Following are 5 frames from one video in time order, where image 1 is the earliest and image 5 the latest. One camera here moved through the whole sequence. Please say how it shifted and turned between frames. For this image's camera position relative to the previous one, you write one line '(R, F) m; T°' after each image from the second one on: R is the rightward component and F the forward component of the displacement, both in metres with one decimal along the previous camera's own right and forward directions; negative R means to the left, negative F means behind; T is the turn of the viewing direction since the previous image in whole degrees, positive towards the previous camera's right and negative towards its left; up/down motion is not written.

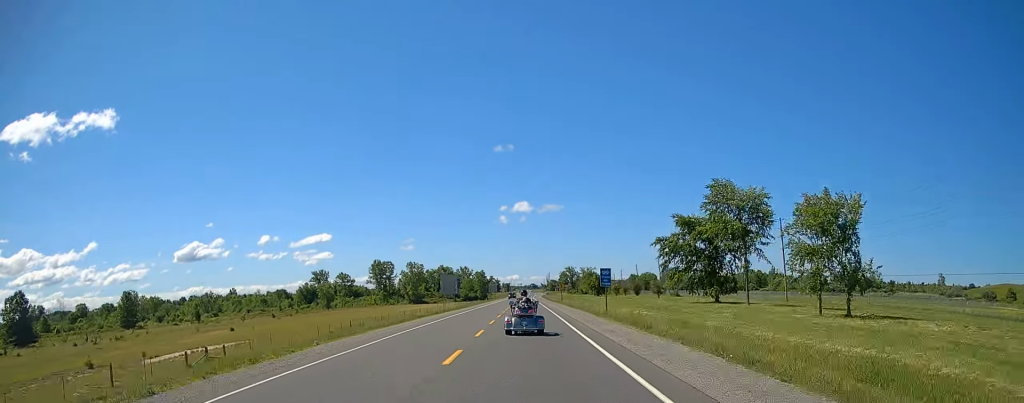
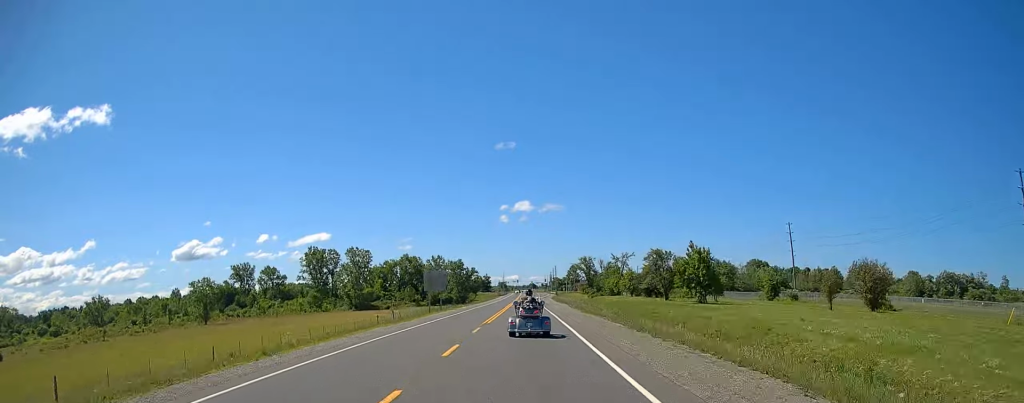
(+0.1, +123.7) m; 0°
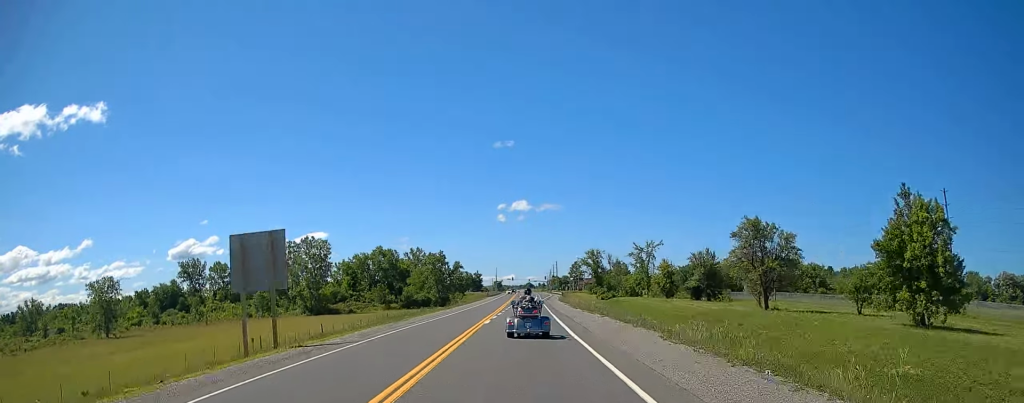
(+0.2, +49.9) m; 0°
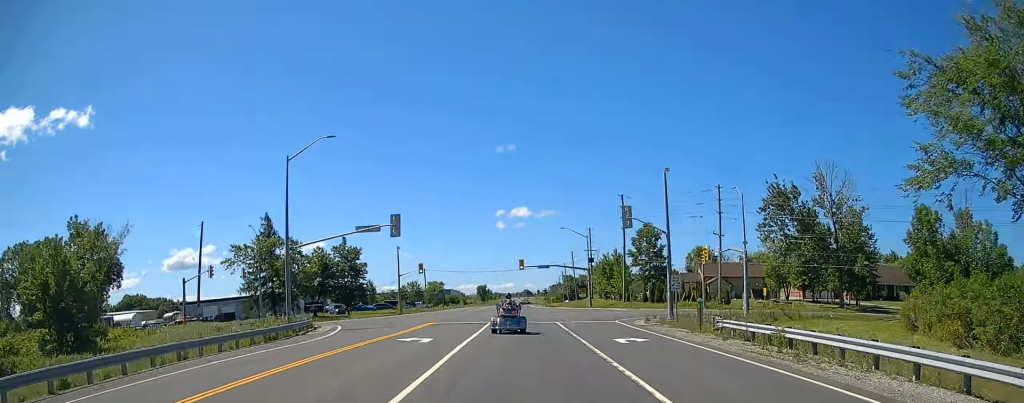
(+0.6, +252.4) m; 0°
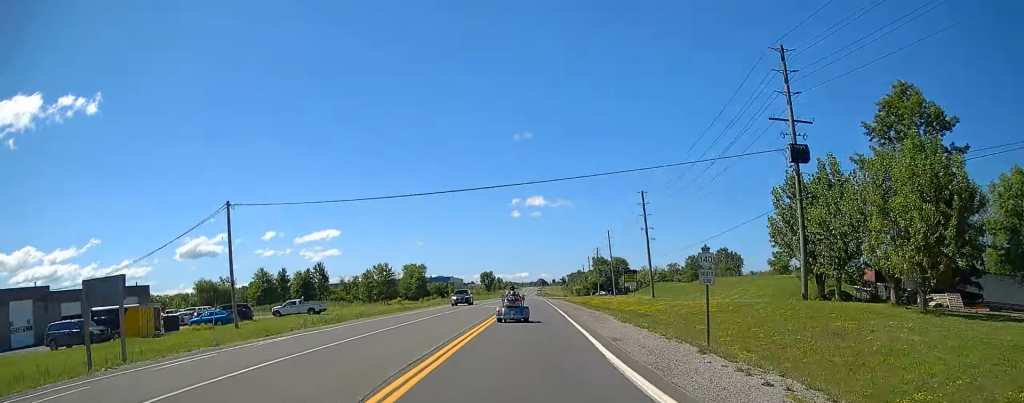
(-0.6, +102.5) m; -1°
